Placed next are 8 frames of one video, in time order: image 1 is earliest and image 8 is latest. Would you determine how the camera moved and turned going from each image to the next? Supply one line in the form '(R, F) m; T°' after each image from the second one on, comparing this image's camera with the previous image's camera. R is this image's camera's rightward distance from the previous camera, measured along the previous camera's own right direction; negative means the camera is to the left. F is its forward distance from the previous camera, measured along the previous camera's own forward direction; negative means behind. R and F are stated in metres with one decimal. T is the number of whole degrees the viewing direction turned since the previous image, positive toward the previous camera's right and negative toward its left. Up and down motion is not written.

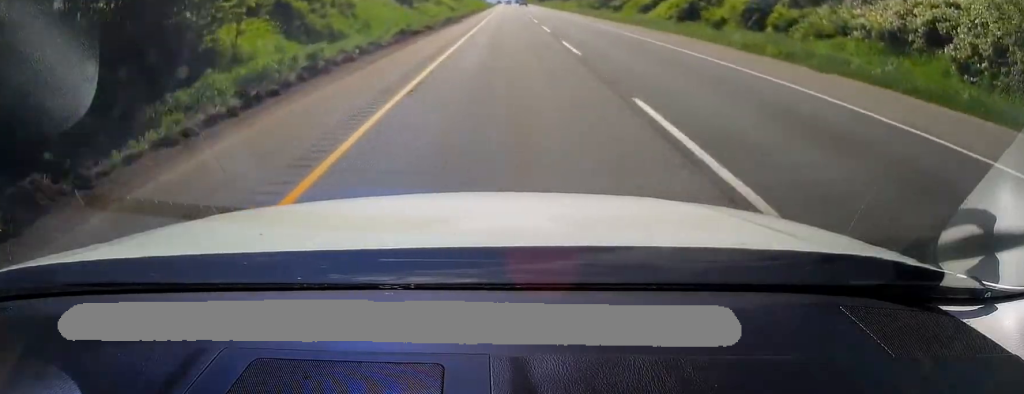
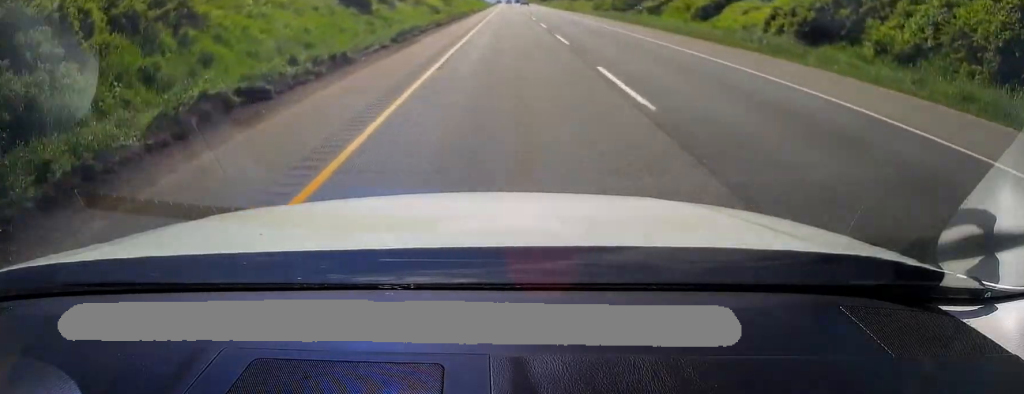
(-0.2, +21.6) m; -1°
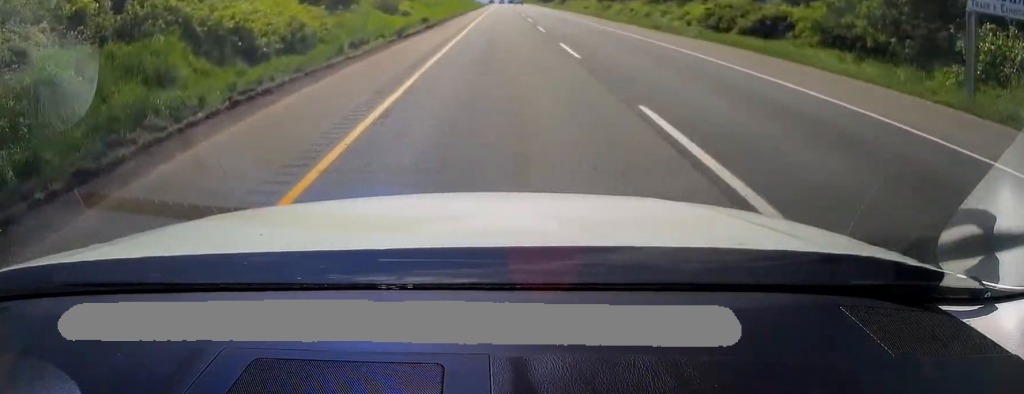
(+0.5, +57.7) m; +2°
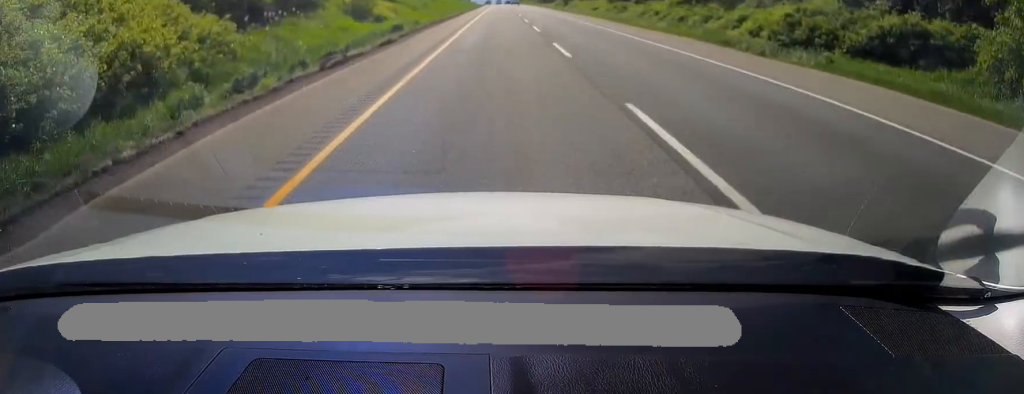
(+0.1, +12.8) m; 0°
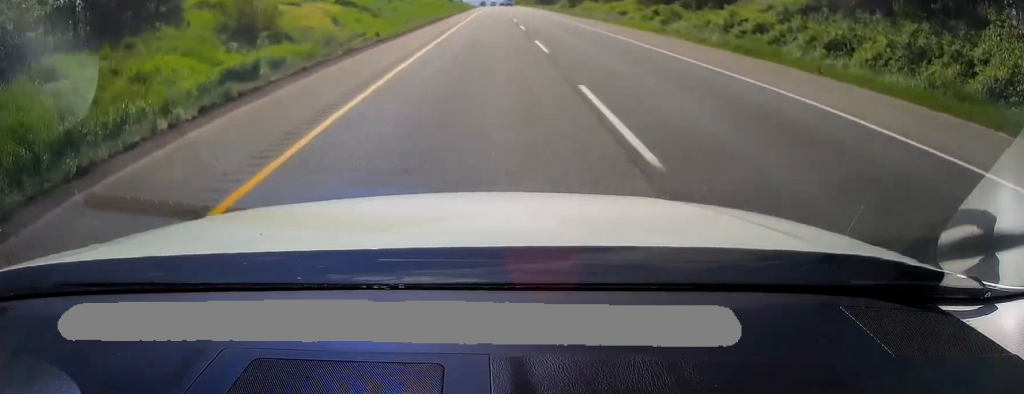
(+0.2, +24.5) m; 0°
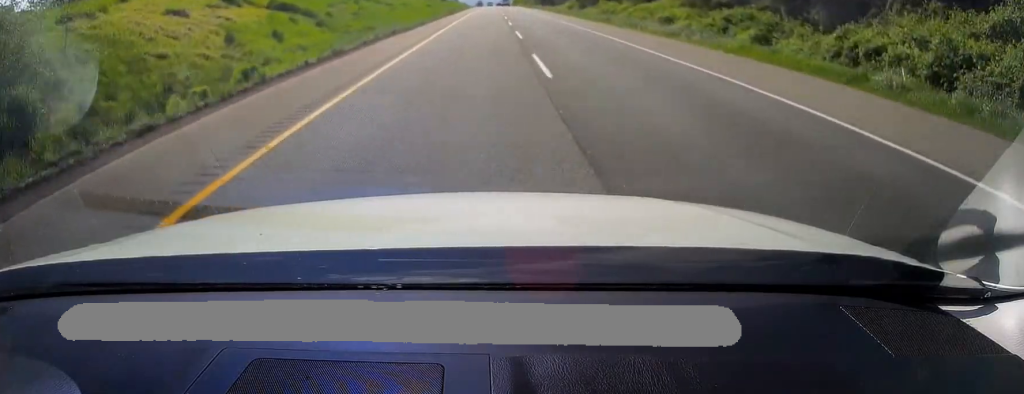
(-0.2, +19.5) m; 0°
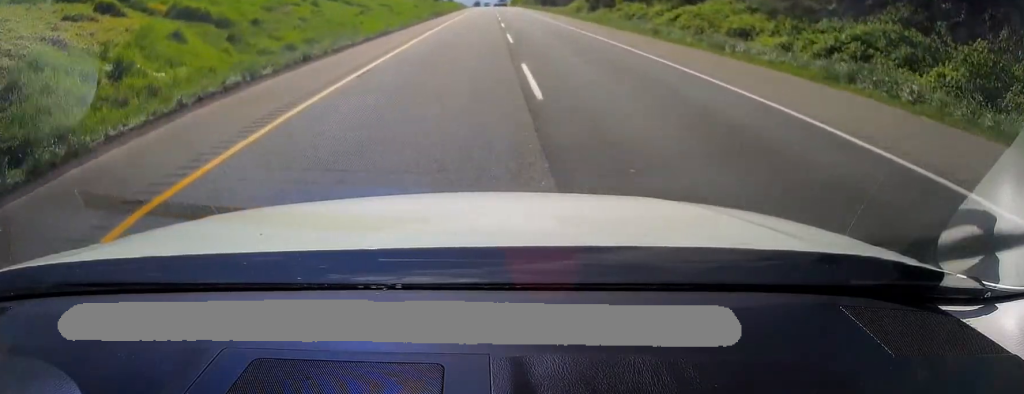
(+0.1, +15.6) m; 0°
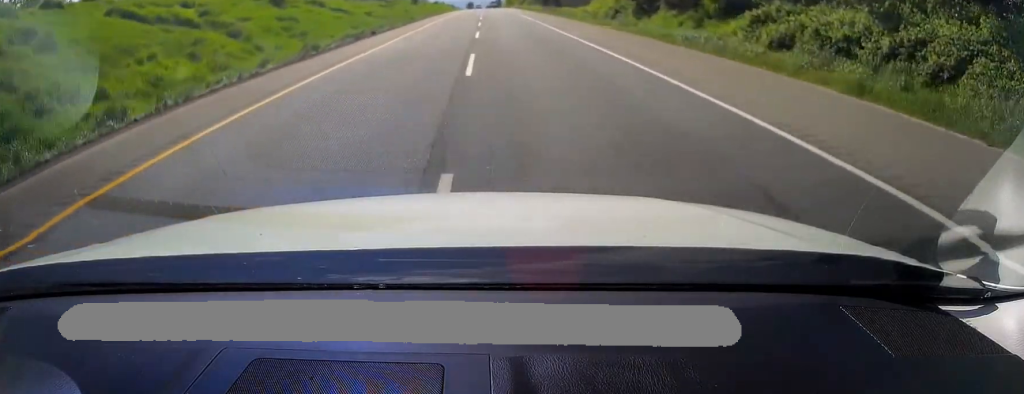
(+0.1, +36.1) m; 0°
